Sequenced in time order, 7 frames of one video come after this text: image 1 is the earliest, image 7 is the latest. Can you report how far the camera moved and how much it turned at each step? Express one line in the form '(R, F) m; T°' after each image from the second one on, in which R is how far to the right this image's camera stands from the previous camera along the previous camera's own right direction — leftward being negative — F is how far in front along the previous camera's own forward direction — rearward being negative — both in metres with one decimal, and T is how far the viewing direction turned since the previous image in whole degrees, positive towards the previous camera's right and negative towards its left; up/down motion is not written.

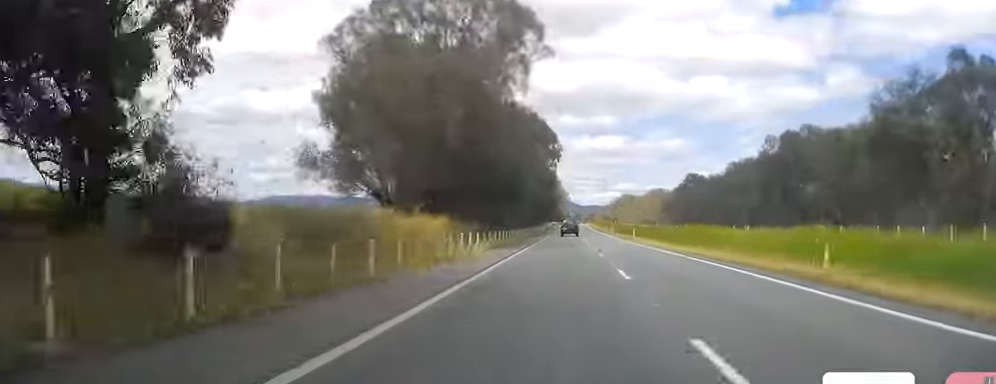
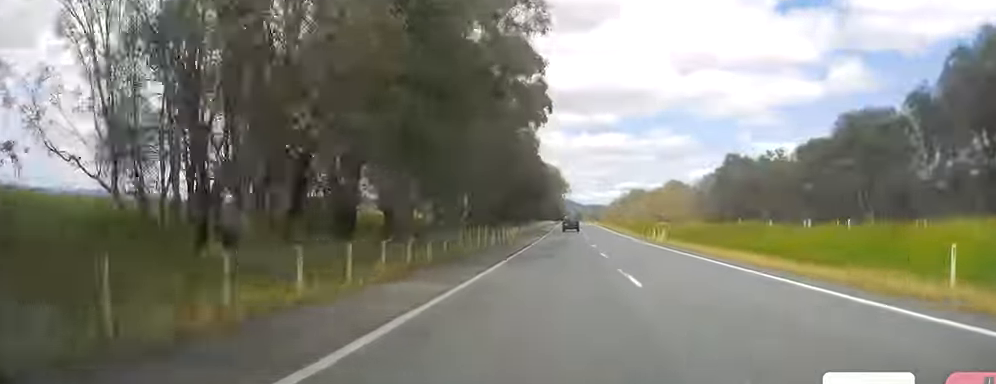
(-0.5, +62.1) m; +1°
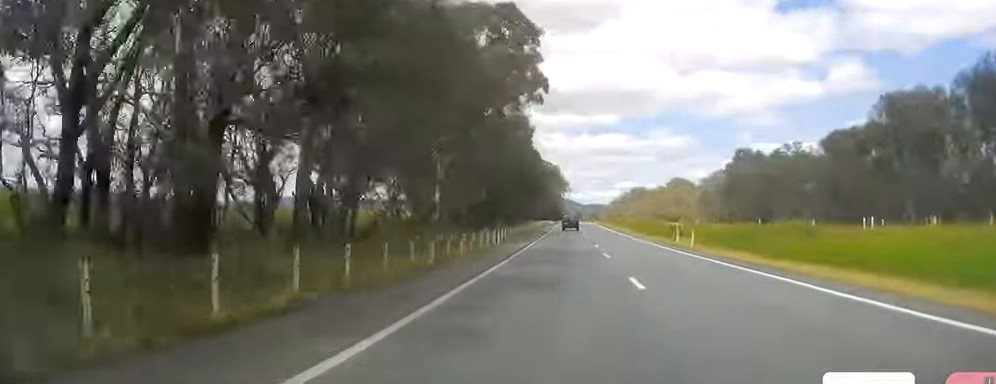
(+0.2, +12.5) m; 0°
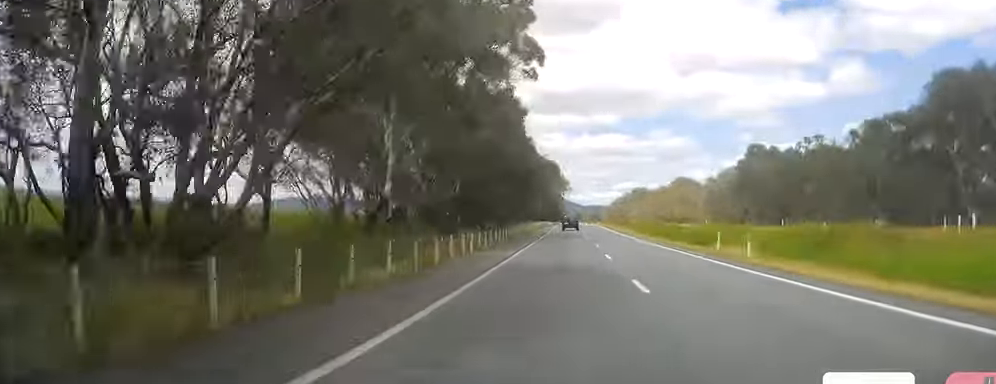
(+0.2, +12.4) m; 0°
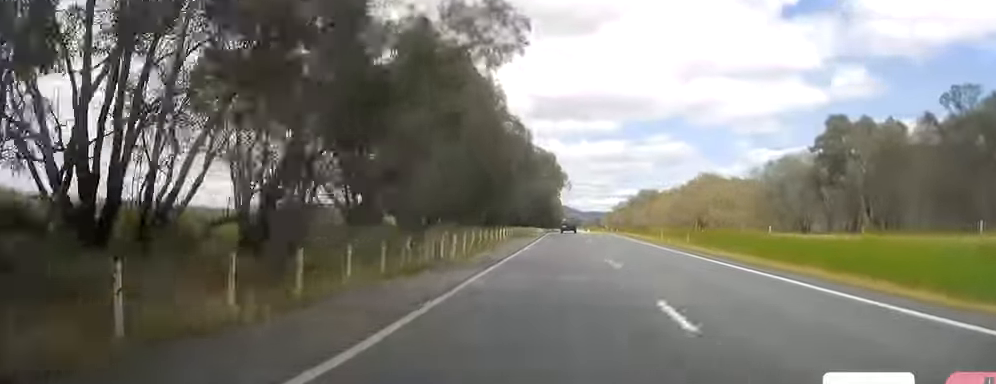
(-0.6, +52.7) m; 0°
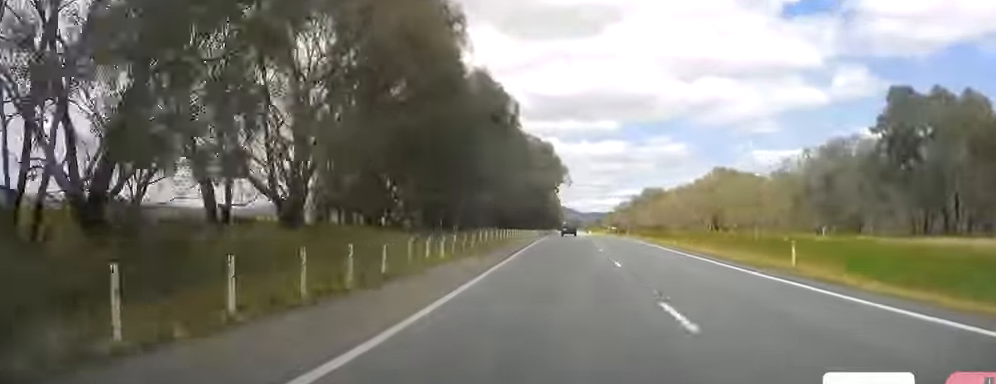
(0.0, +24.0) m; 0°
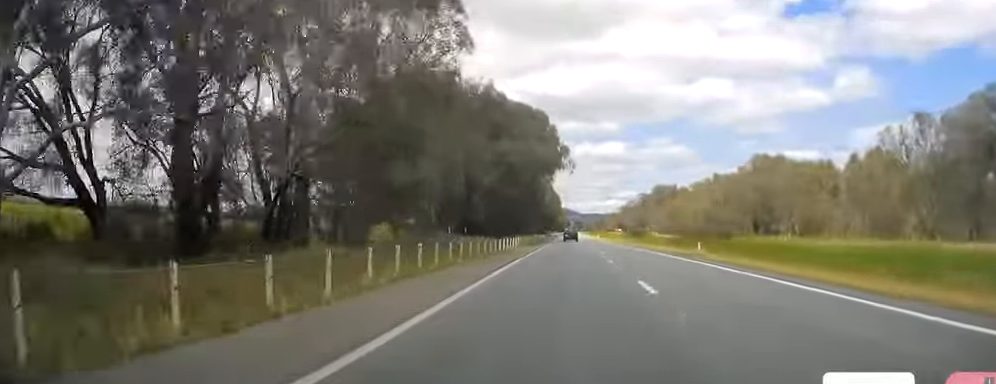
(+0.3, +44.0) m; +1°
